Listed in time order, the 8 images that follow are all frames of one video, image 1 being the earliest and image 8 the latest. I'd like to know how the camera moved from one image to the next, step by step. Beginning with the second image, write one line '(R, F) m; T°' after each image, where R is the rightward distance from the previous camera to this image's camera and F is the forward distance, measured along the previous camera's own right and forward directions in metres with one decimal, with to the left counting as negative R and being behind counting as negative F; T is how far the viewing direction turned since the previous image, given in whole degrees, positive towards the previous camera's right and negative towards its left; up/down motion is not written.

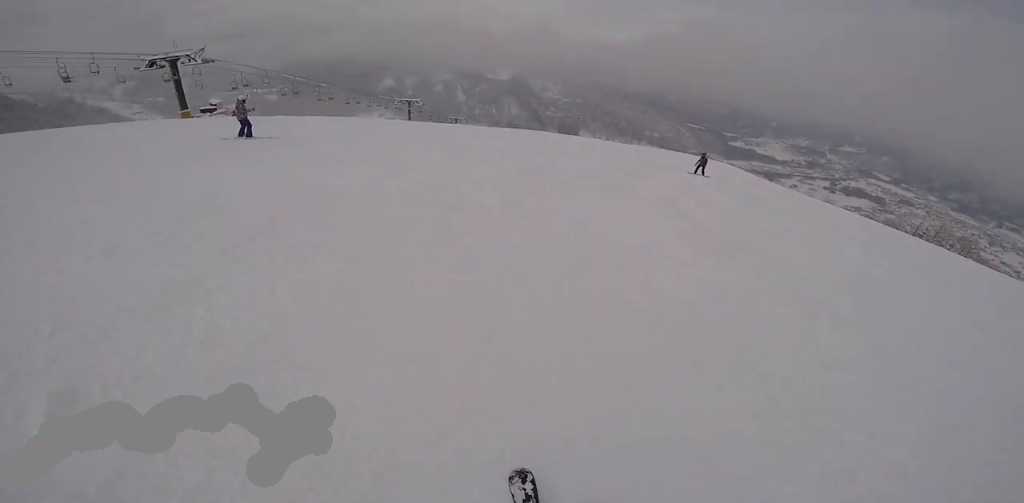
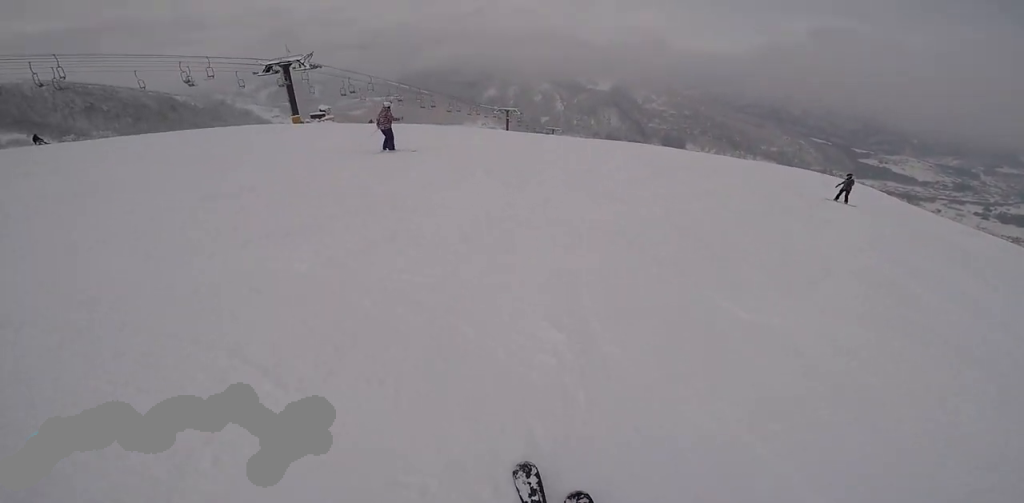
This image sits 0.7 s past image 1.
(-0.3, +3.6) m; -9°
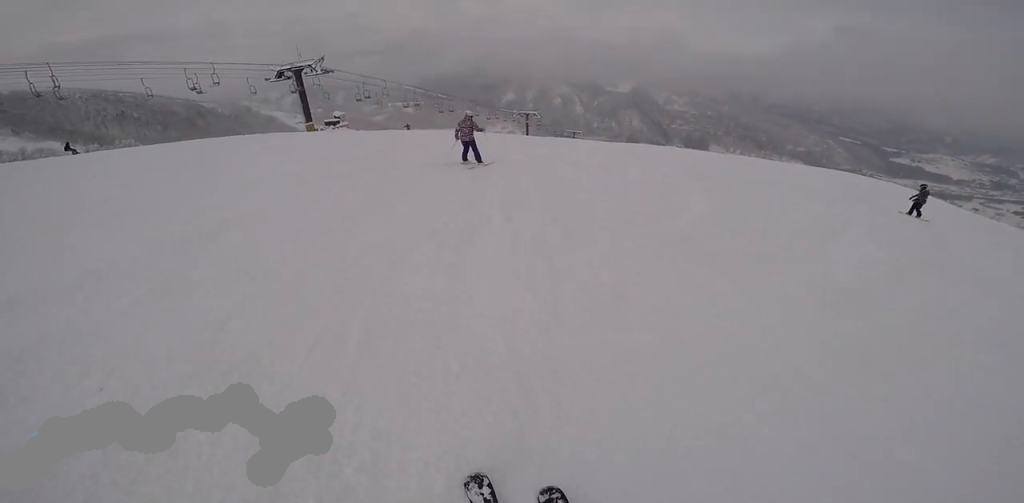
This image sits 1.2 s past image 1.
(-0.3, +2.9) m; +1°
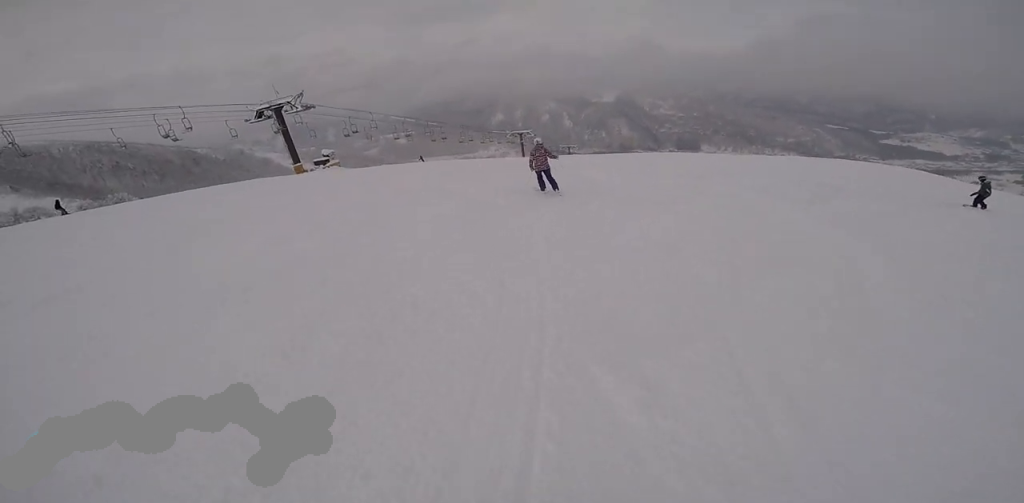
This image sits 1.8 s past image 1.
(0.0, +3.4) m; +4°
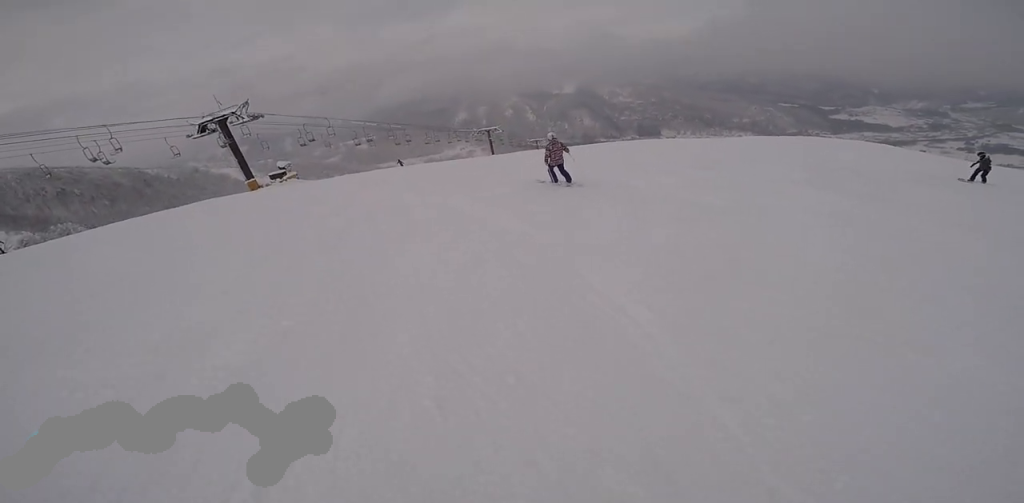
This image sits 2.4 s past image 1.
(+0.2, +3.1) m; +7°
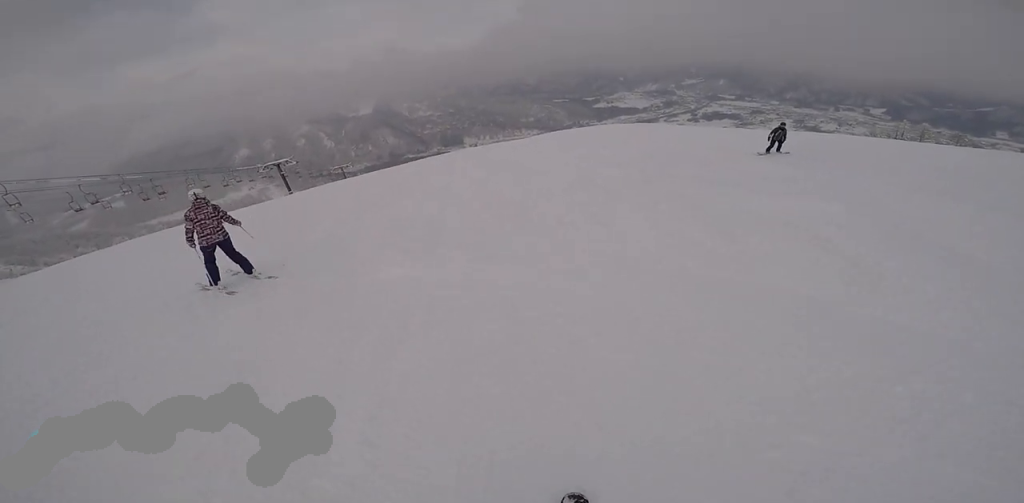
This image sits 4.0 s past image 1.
(+1.5, +10.1) m; +11°
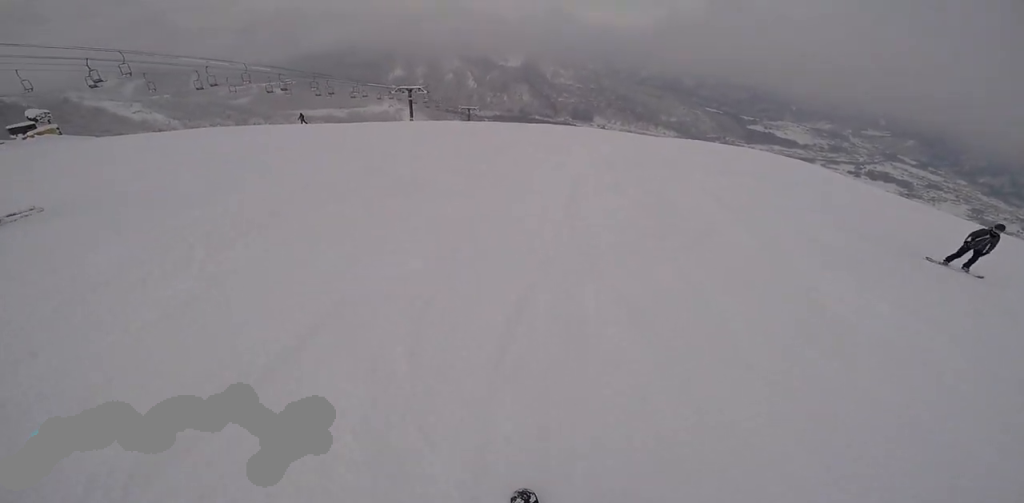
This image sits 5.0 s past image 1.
(0.0, +6.8) m; +7°
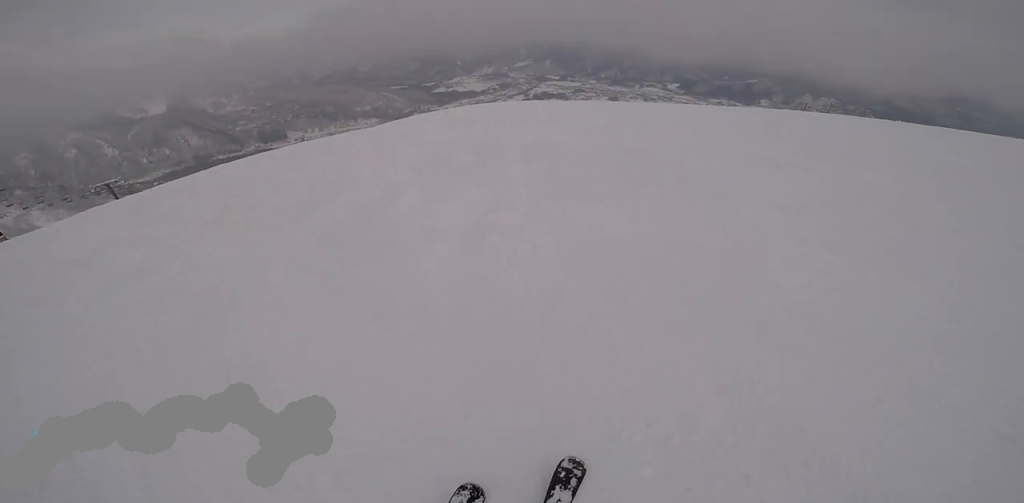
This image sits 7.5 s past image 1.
(+6.1, +15.0) m; +30°
